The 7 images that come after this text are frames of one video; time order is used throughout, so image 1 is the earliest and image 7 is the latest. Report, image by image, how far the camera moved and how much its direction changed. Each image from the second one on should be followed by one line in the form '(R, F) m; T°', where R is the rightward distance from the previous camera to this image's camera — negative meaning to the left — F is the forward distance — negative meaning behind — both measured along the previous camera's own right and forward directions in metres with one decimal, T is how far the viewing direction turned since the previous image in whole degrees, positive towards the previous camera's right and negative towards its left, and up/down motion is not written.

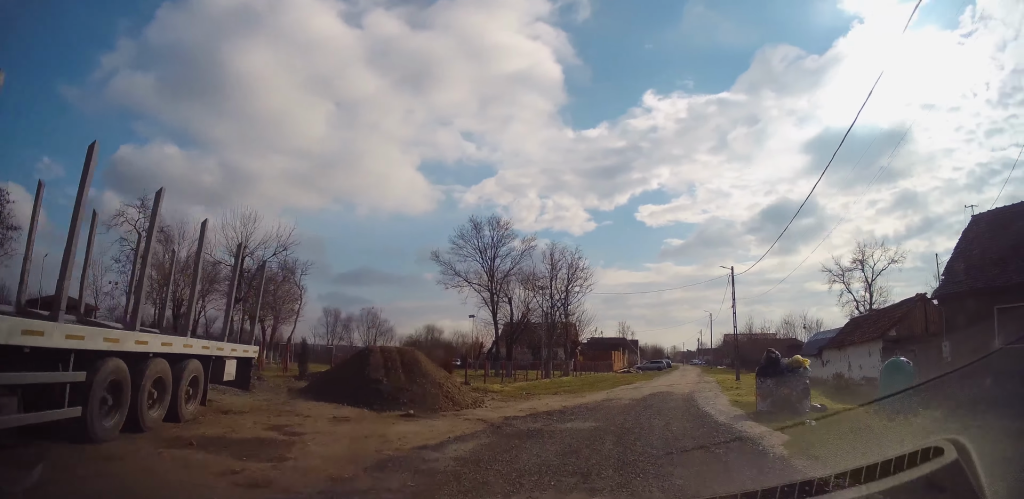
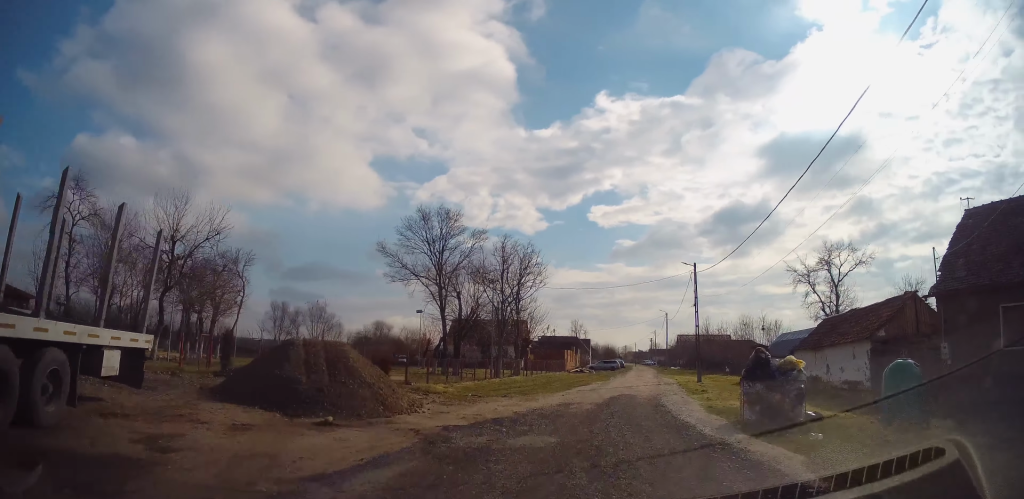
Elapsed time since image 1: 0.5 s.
(+0.1, +2.2) m; +4°
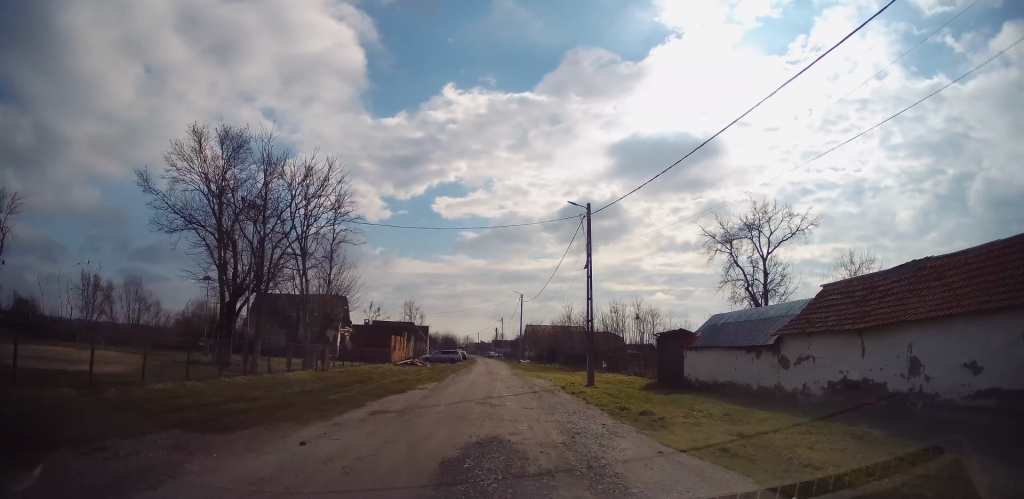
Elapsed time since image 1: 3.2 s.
(+2.2, +13.4) m; +15°
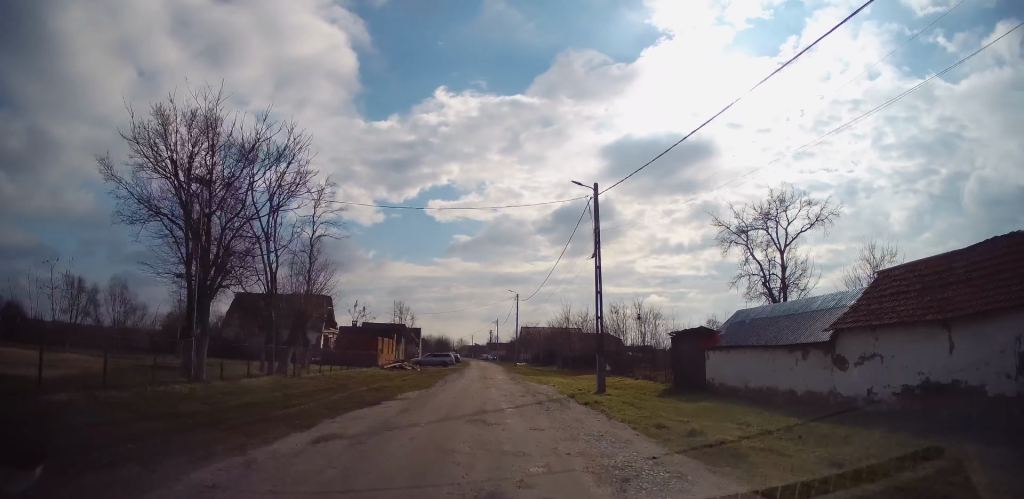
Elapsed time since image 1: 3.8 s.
(+0.2, +3.5) m; 0°
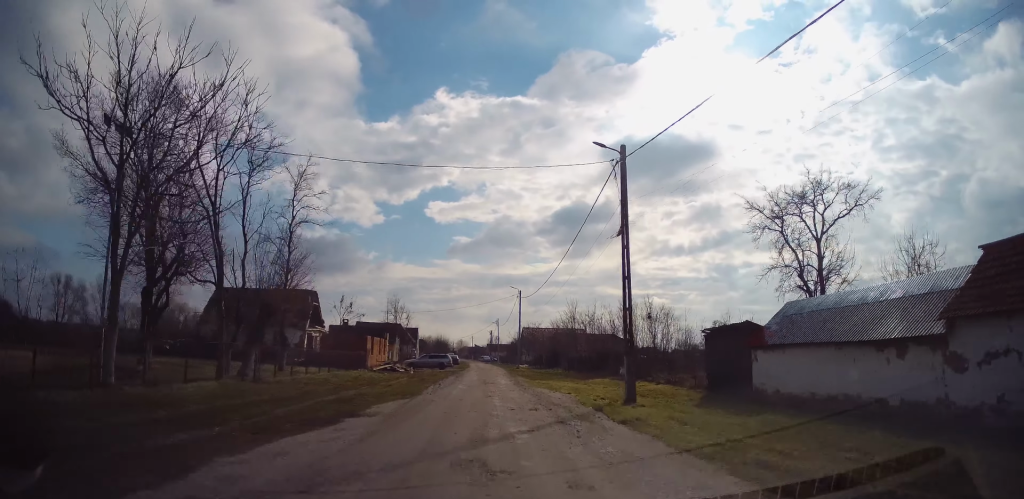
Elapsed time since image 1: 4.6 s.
(-0.1, +4.6) m; 0°
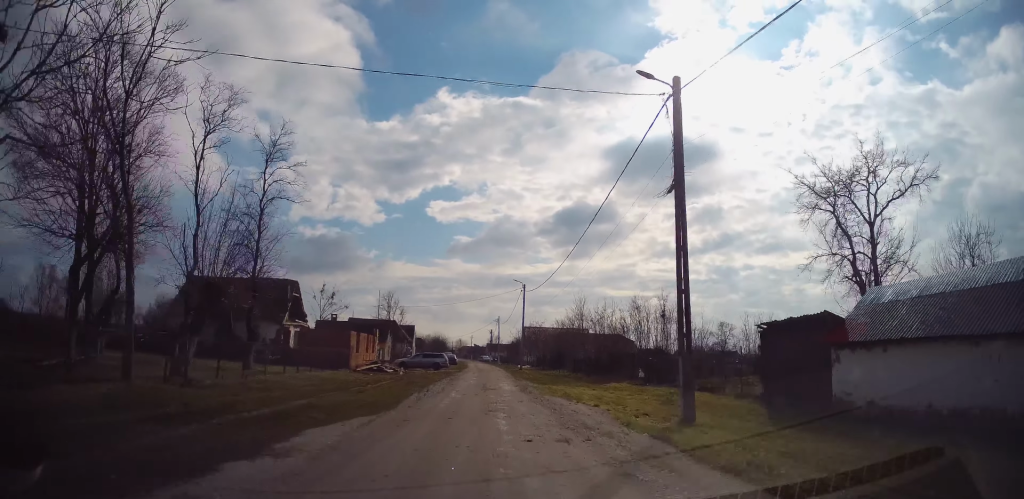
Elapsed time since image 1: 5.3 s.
(-0.2, +5.1) m; 0°
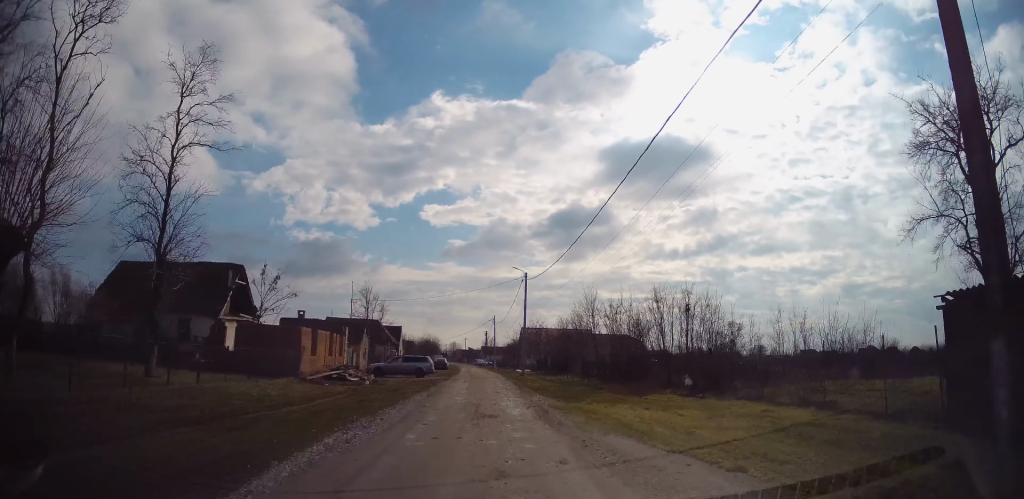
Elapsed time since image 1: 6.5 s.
(+0.3, +8.8) m; +2°
